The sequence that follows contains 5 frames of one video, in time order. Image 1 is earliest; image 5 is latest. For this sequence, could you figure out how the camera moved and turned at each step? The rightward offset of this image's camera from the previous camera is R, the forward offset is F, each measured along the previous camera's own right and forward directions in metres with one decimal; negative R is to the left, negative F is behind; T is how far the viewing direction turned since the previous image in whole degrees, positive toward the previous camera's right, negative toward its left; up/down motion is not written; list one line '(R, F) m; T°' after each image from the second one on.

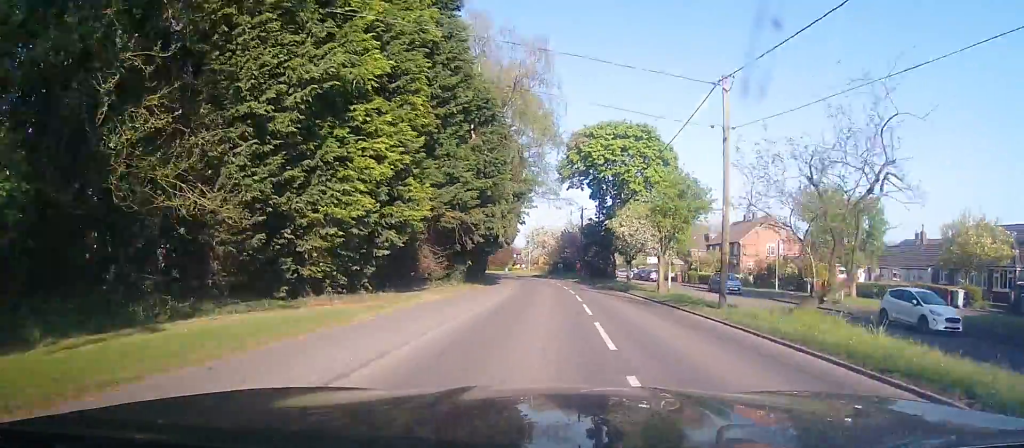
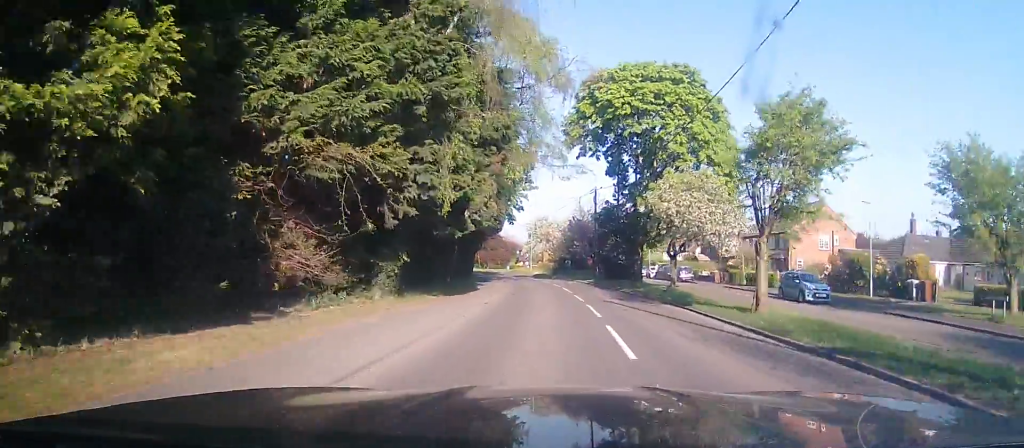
(-0.1, +13.3) m; -1°
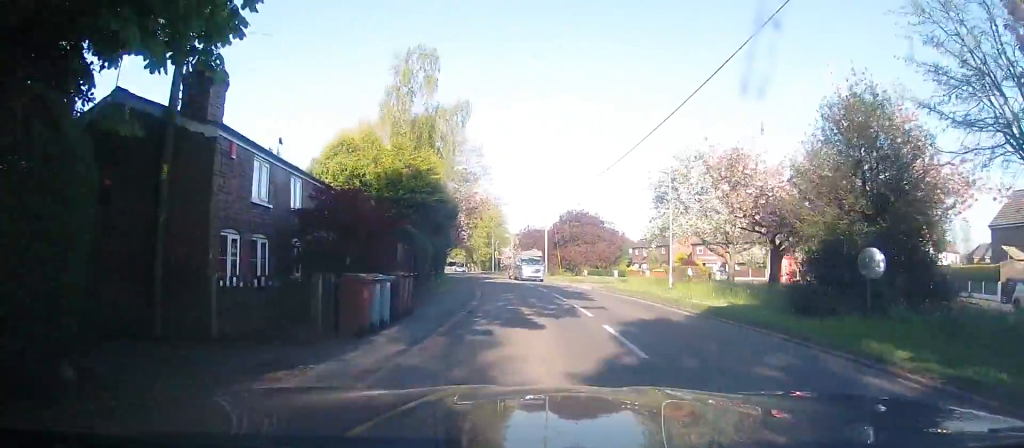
(-3.2, +48.9) m; -10°
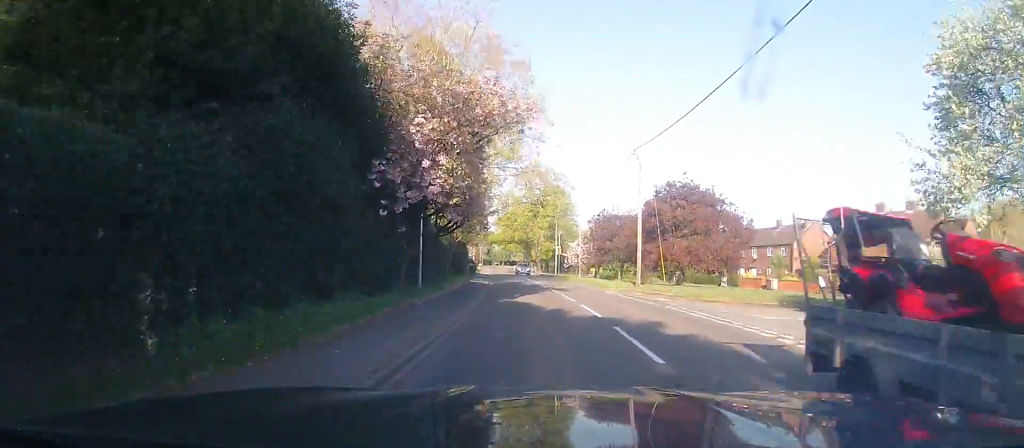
(-2.0, +24.2) m; -8°
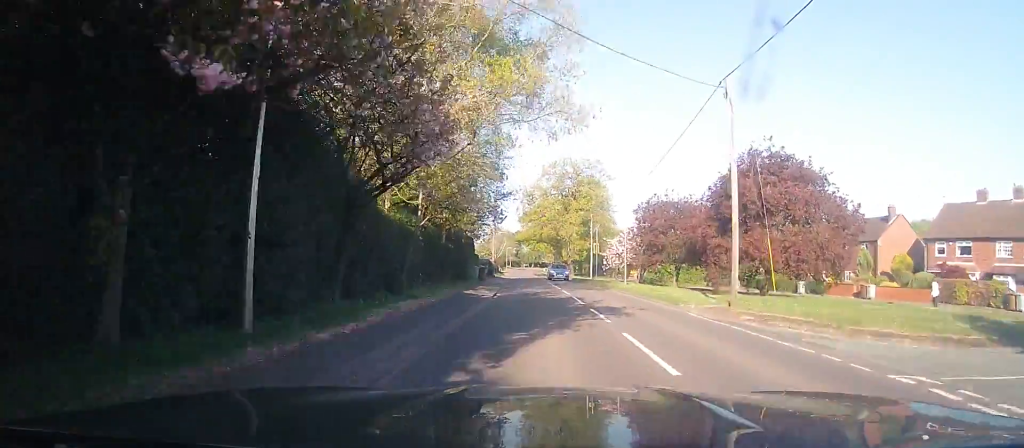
(0.0, +12.7) m; 0°
